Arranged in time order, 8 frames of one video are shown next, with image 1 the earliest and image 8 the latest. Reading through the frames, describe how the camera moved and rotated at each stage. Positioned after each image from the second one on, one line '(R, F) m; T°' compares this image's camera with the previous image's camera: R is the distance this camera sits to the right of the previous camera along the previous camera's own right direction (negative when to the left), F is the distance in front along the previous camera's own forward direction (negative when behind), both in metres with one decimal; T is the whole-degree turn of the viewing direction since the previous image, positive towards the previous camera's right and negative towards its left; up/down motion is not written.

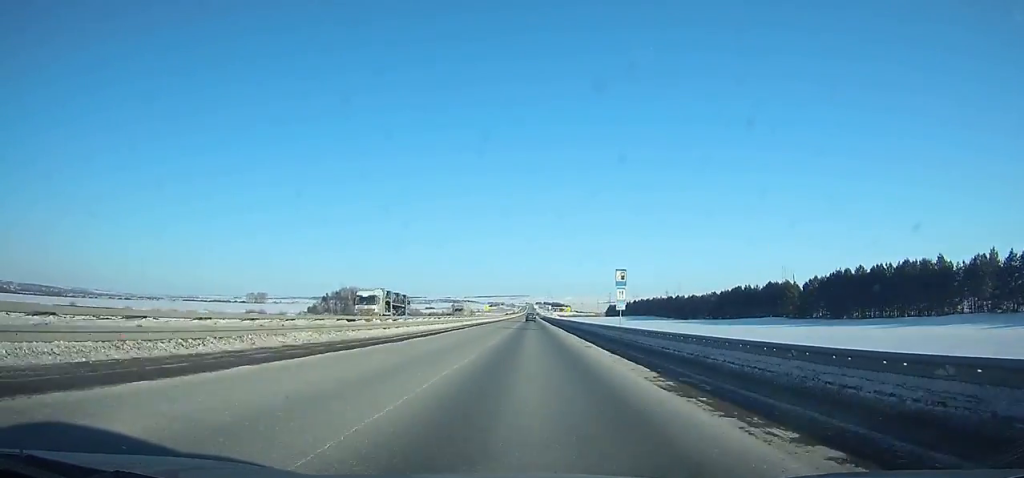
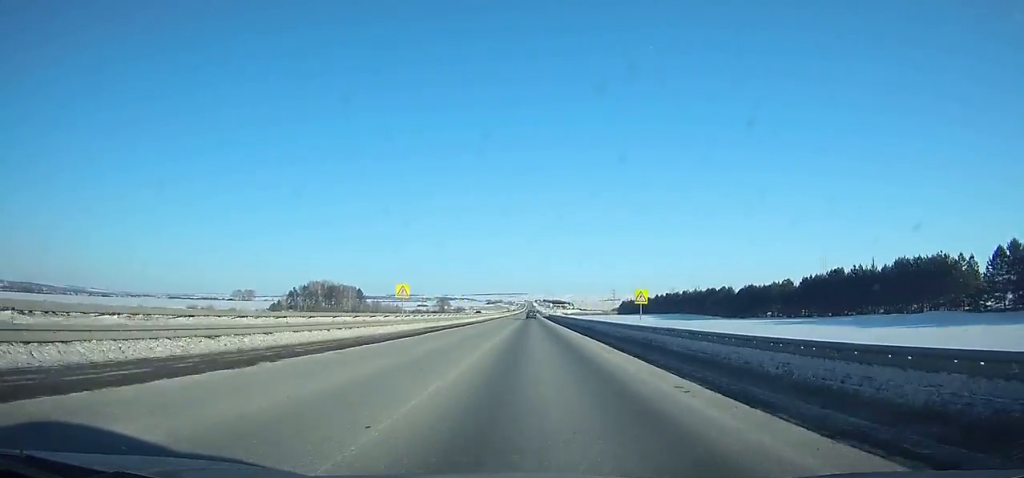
(-0.1, +72.5) m; 0°
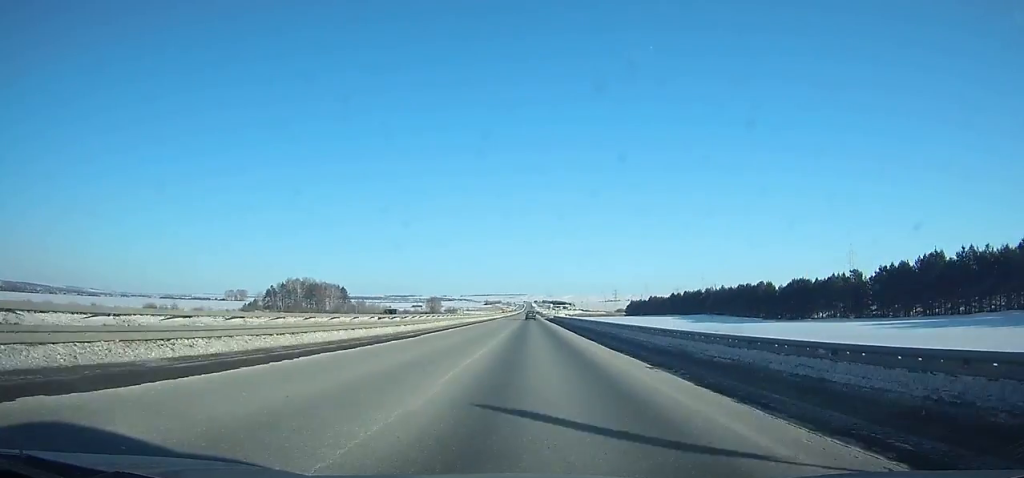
(0.0, +38.9) m; 0°
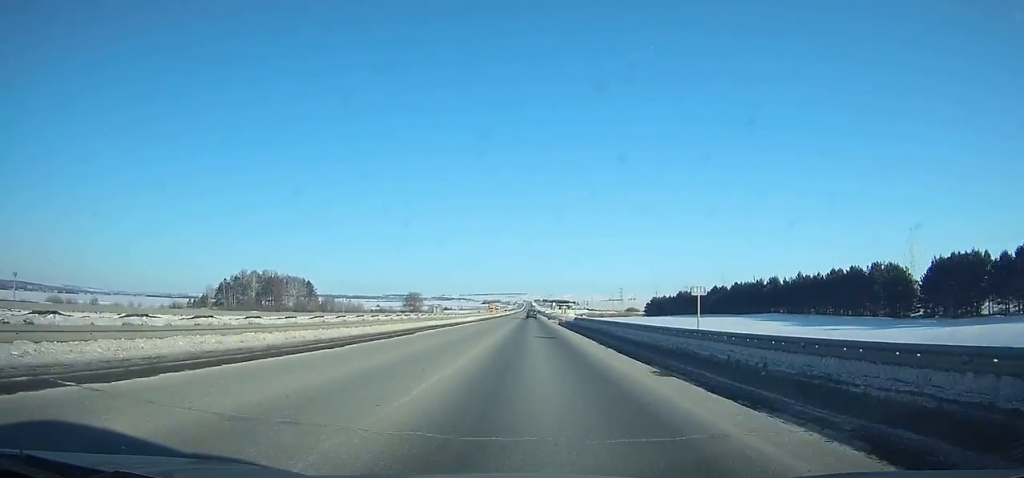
(0.0, +67.4) m; 0°
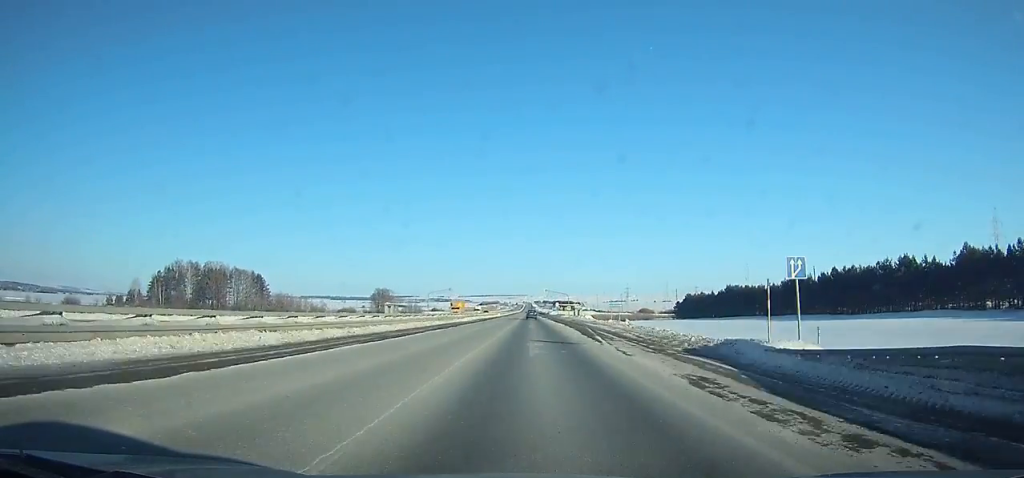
(0.0, +67.5) m; 0°
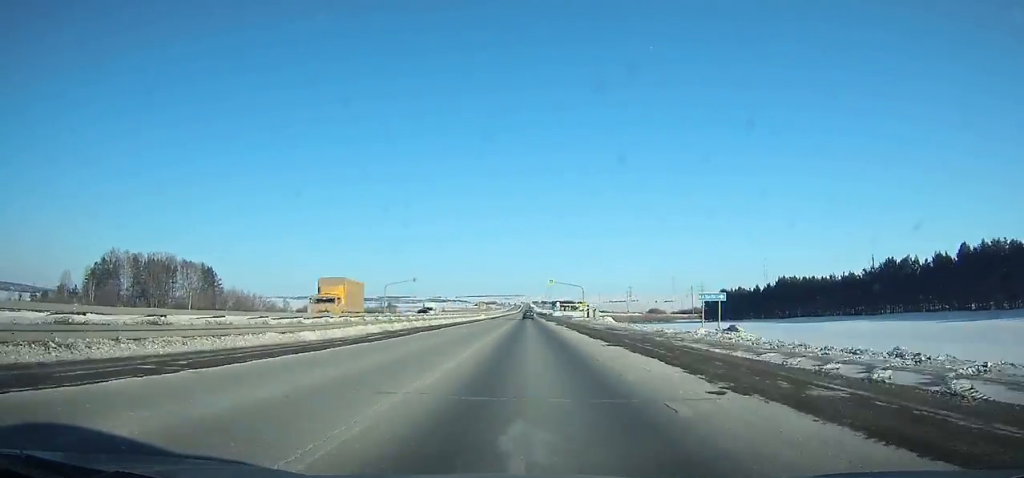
(+0.1, +46.6) m; 0°
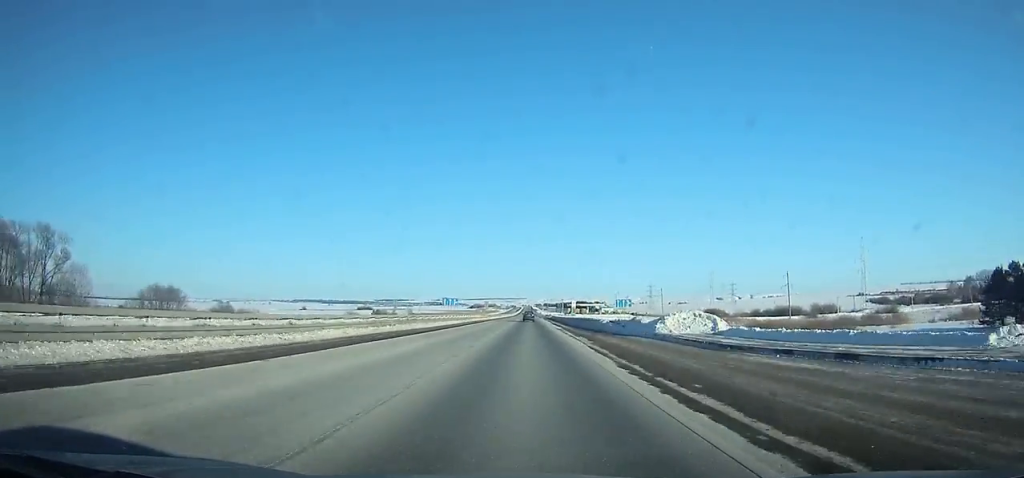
(0.0, +144.7) m; 0°
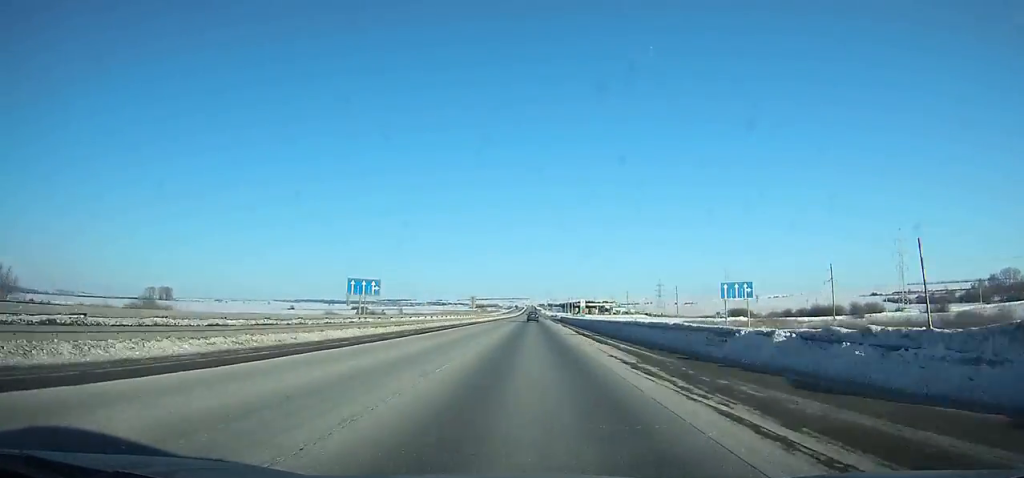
(-0.1, +36.1) m; 0°
